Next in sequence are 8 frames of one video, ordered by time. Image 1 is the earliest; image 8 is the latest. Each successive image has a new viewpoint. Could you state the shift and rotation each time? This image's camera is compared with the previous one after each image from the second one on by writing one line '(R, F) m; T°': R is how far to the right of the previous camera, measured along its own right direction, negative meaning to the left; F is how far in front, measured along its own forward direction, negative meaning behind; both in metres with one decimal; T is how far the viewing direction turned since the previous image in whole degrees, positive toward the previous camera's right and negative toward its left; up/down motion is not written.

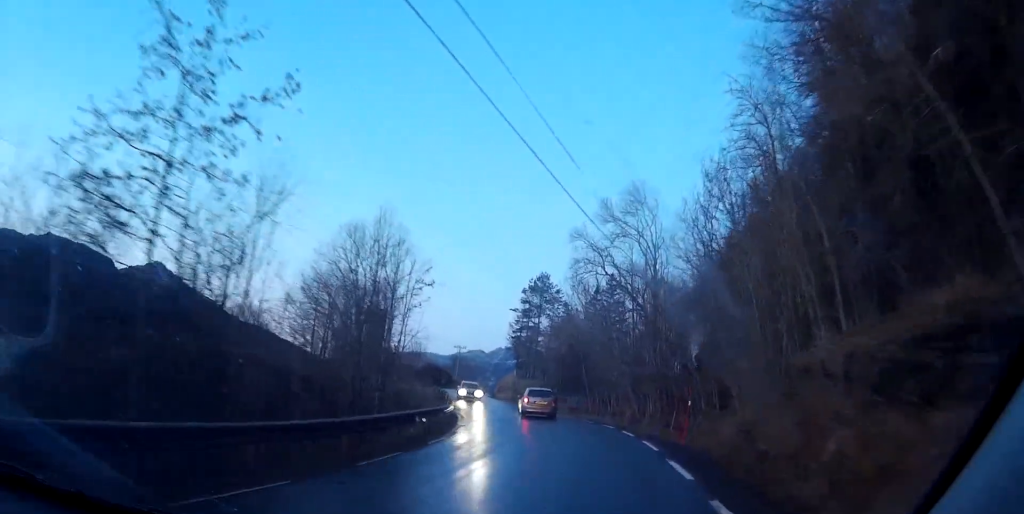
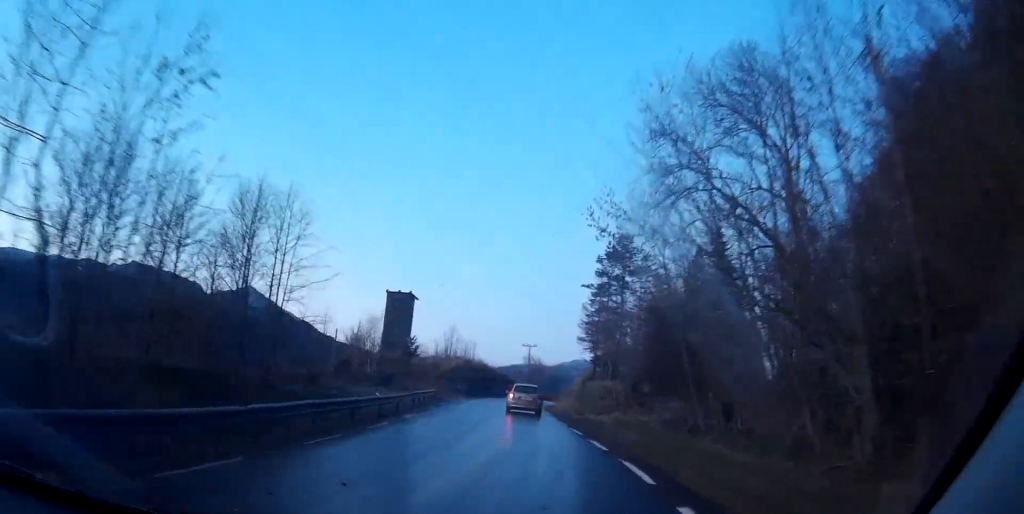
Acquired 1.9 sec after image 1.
(-0.2, +29.8) m; -4°
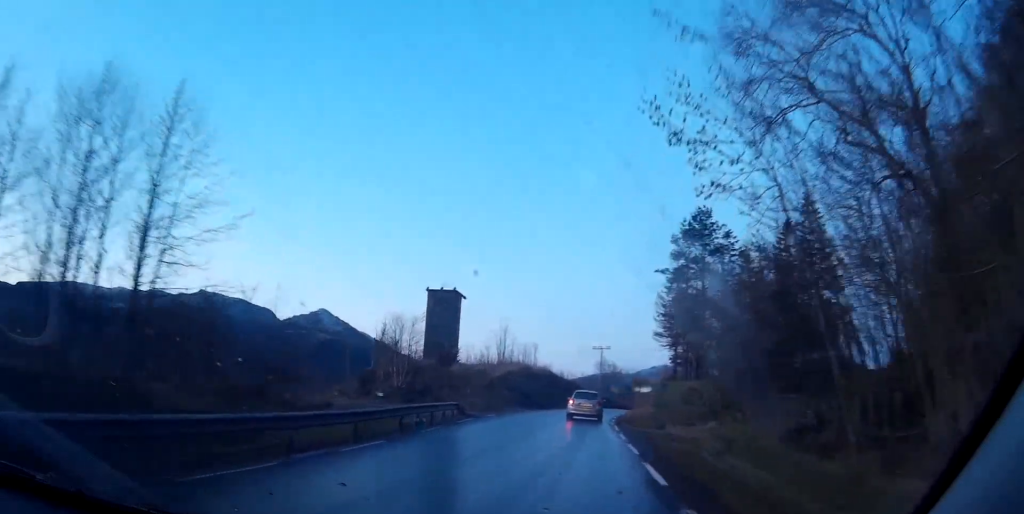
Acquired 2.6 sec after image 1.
(-0.8, +12.1) m; -4°
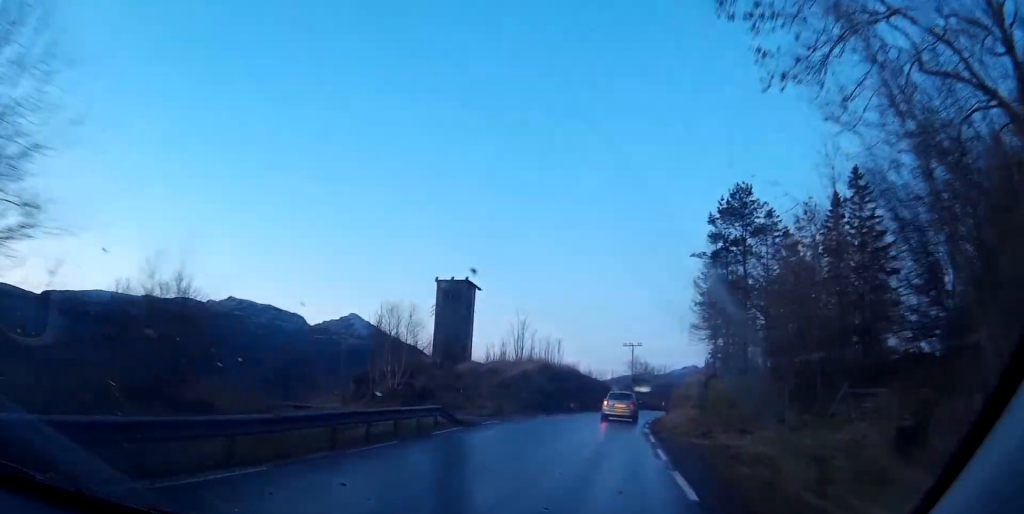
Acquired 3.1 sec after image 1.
(0.0, +7.2) m; -1°
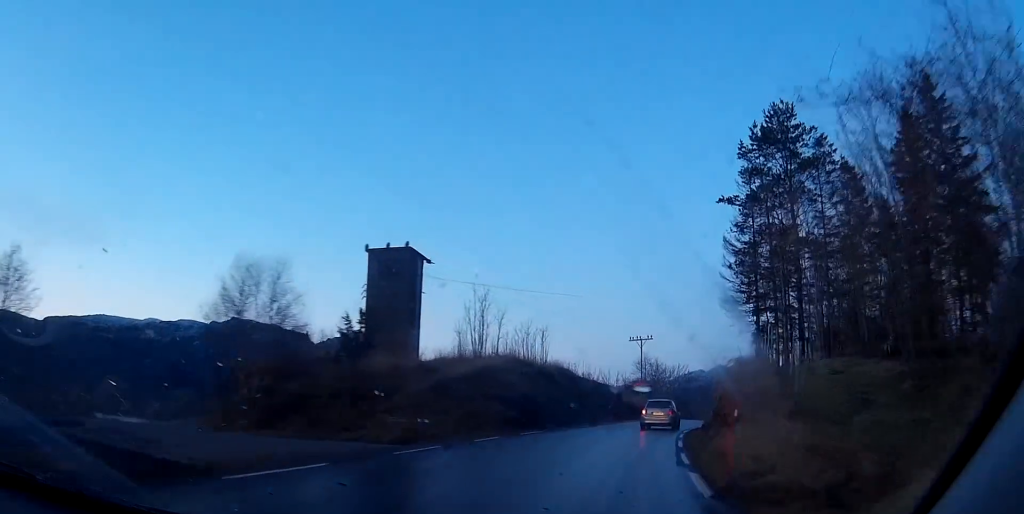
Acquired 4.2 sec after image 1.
(-0.2, +17.1) m; 0°
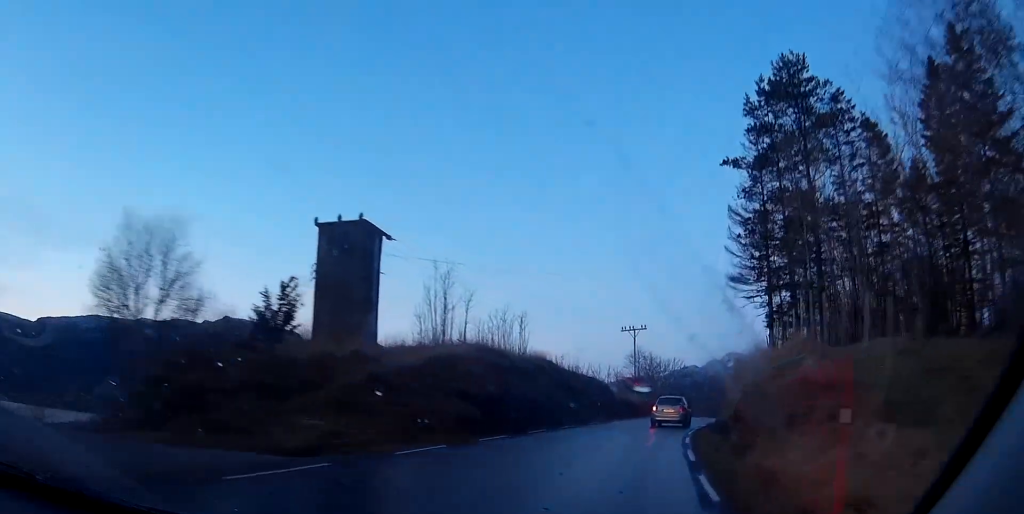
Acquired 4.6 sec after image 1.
(-0.2, +6.3) m; 0°
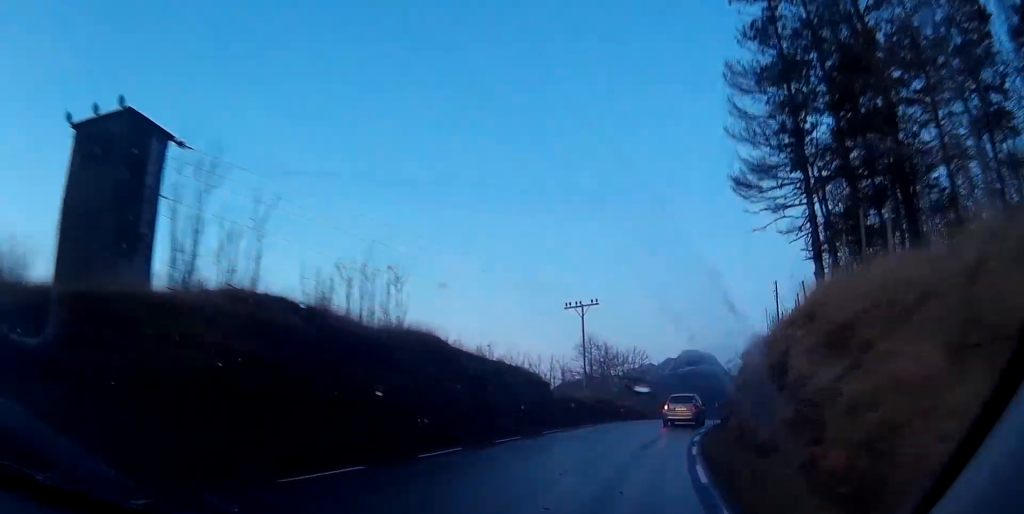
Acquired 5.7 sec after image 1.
(+0.7, +17.0) m; +4°
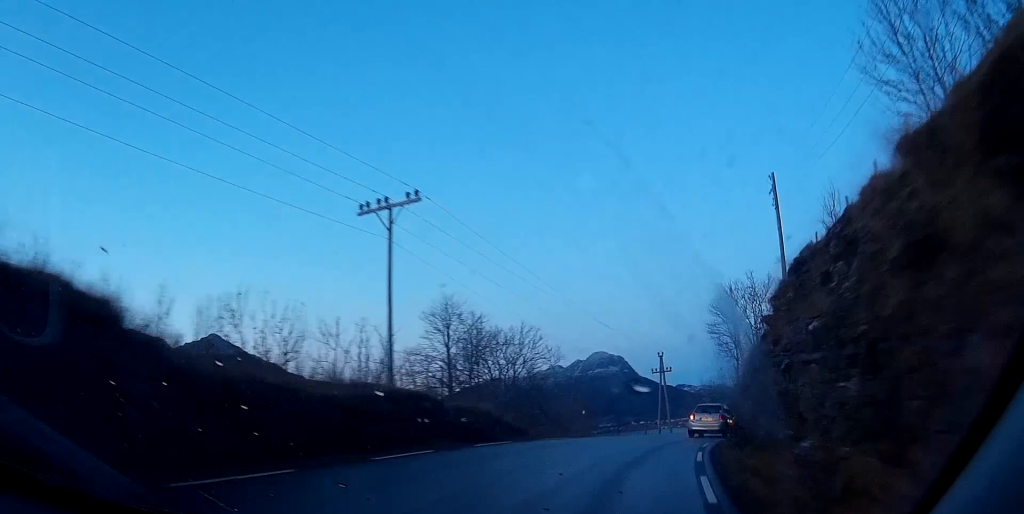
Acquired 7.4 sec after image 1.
(+1.5, +27.0) m; +6°
